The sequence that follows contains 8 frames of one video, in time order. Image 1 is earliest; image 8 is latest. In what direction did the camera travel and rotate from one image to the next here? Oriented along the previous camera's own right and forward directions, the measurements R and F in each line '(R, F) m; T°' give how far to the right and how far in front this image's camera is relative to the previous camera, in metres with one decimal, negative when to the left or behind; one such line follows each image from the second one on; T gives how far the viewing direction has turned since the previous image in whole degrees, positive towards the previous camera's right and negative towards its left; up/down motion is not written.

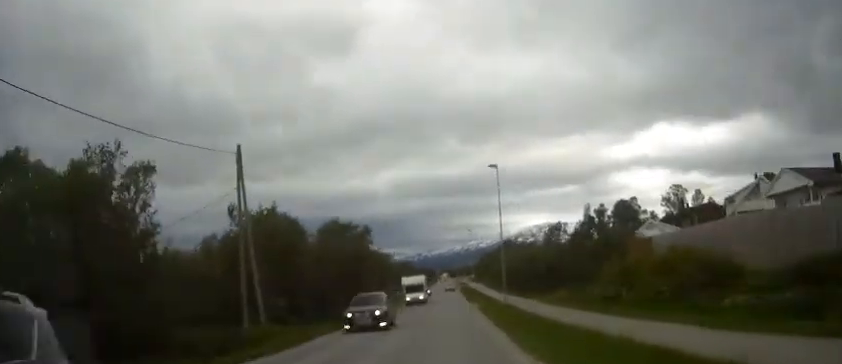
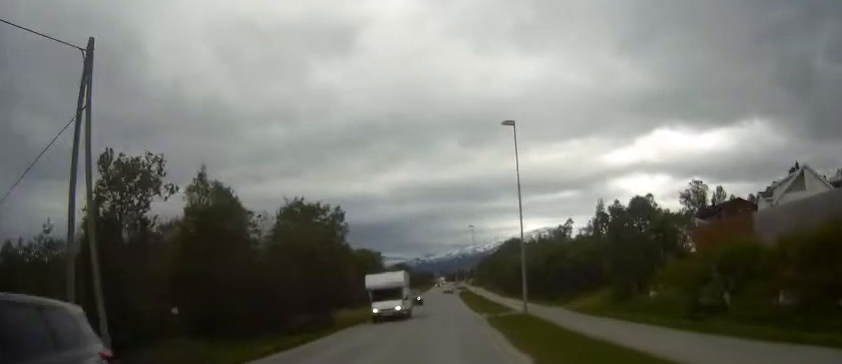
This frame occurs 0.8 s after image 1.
(0.0, +12.3) m; 0°
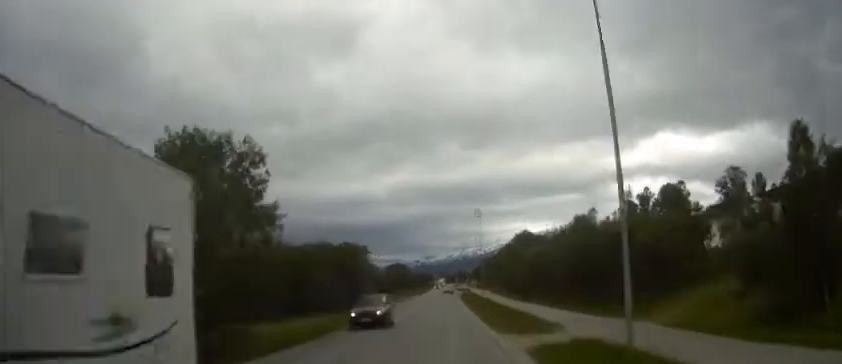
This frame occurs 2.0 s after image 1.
(0.0, +17.9) m; 0°
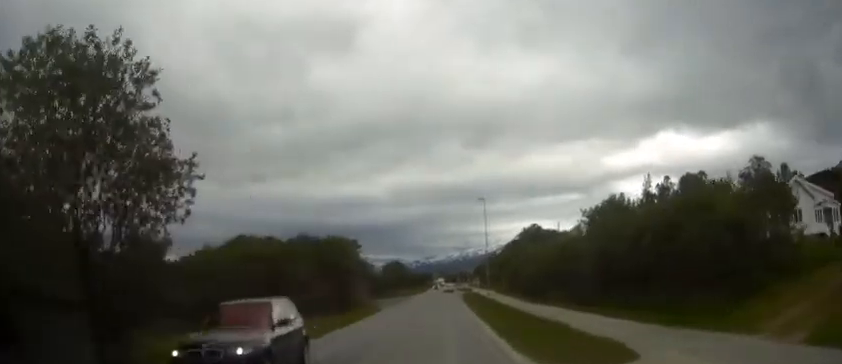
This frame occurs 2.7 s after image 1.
(0.0, +9.5) m; 0°
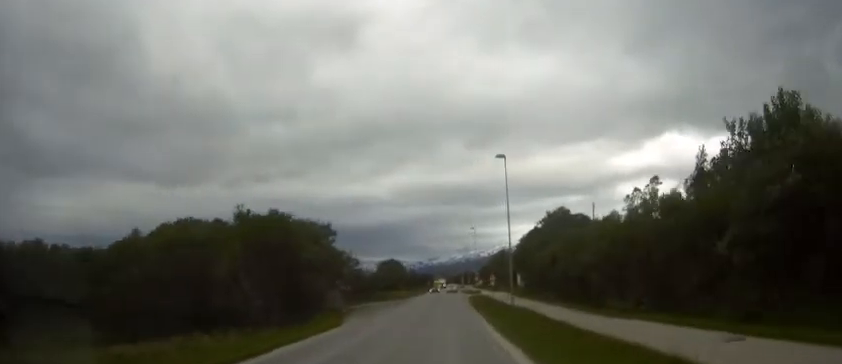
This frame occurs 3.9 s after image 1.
(0.0, +19.1) m; 0°
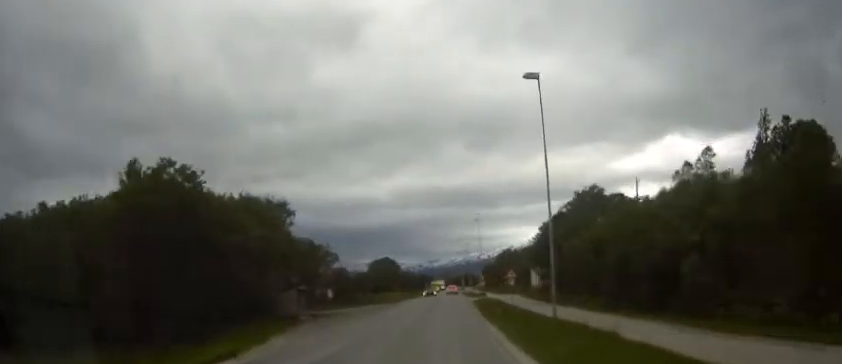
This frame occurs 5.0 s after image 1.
(-0.1, +15.7) m; 0°
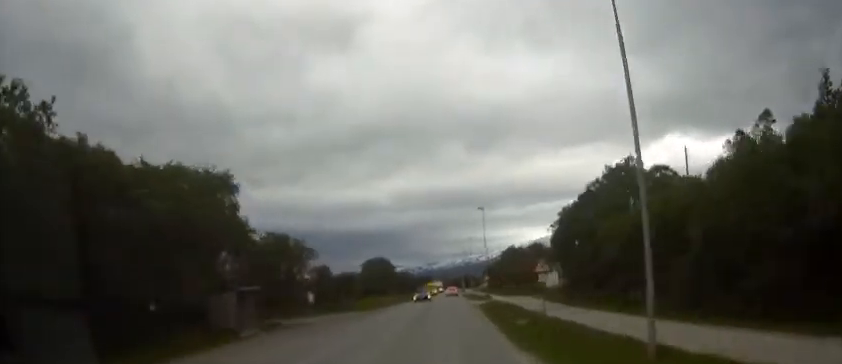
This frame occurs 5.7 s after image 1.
(0.0, +11.6) m; 0°
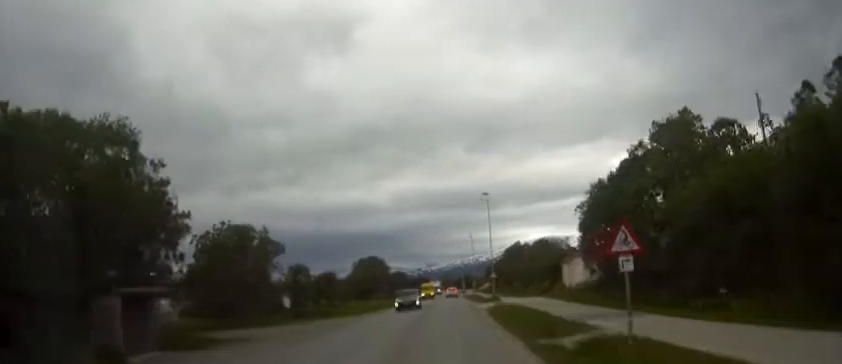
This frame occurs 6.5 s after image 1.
(0.0, +11.1) m; 0°
